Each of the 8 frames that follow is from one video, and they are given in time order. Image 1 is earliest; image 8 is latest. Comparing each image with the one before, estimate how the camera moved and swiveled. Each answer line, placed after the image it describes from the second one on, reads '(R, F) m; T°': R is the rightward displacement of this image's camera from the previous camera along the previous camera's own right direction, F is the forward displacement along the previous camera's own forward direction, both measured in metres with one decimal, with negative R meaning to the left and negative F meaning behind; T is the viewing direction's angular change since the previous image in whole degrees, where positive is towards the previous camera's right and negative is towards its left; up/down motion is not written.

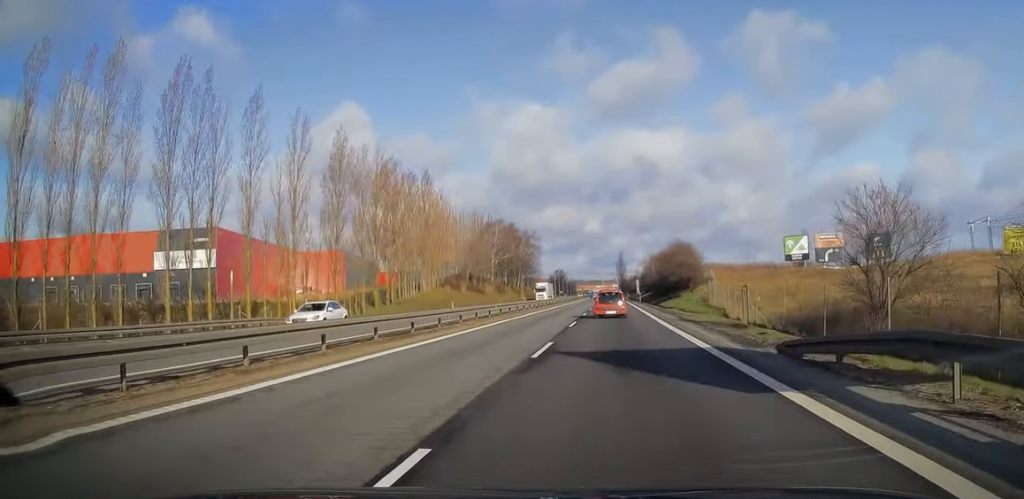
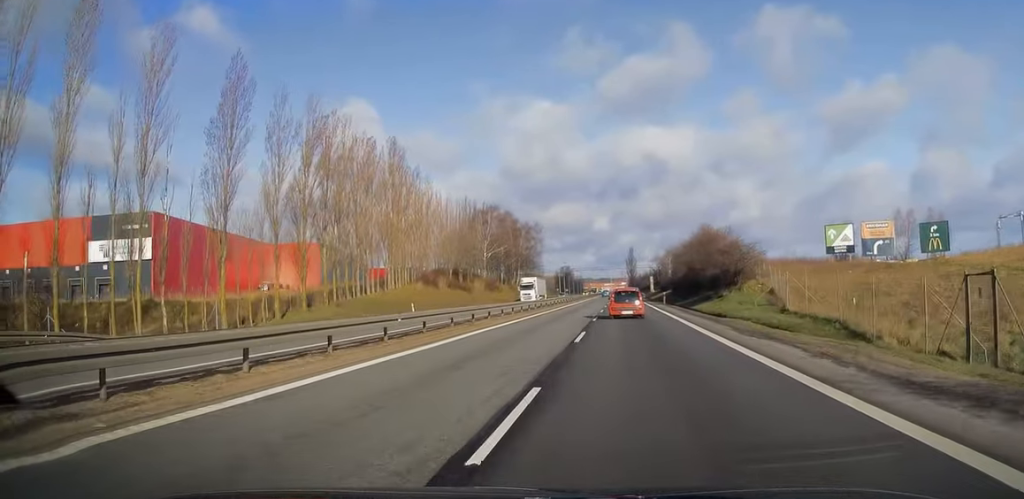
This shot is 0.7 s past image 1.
(-0.2, +21.0) m; -1°
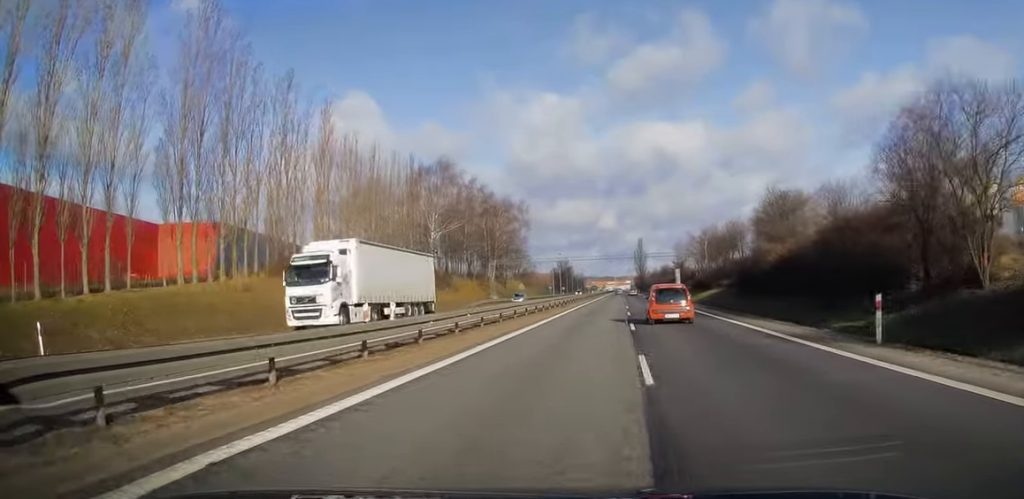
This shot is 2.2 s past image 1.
(-0.7, +45.3) m; -1°
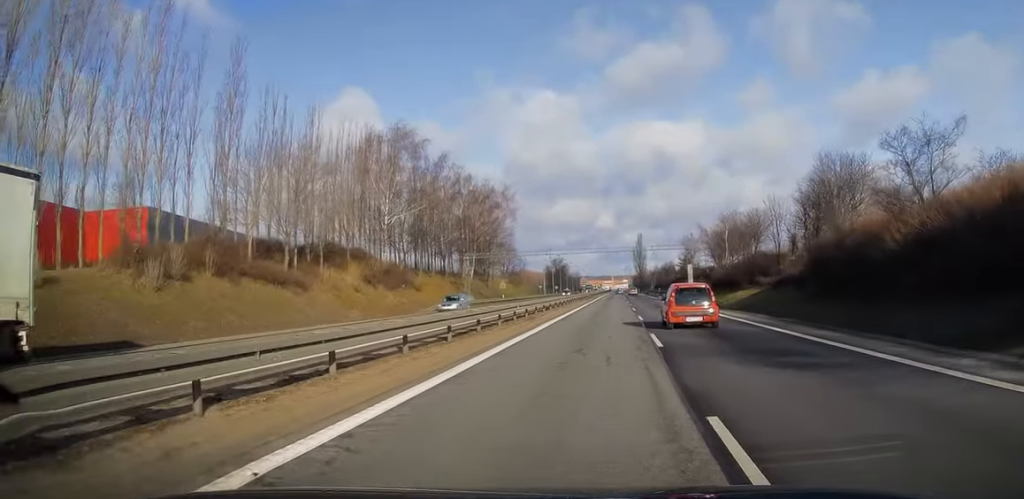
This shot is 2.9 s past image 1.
(0.0, +18.7) m; 0°
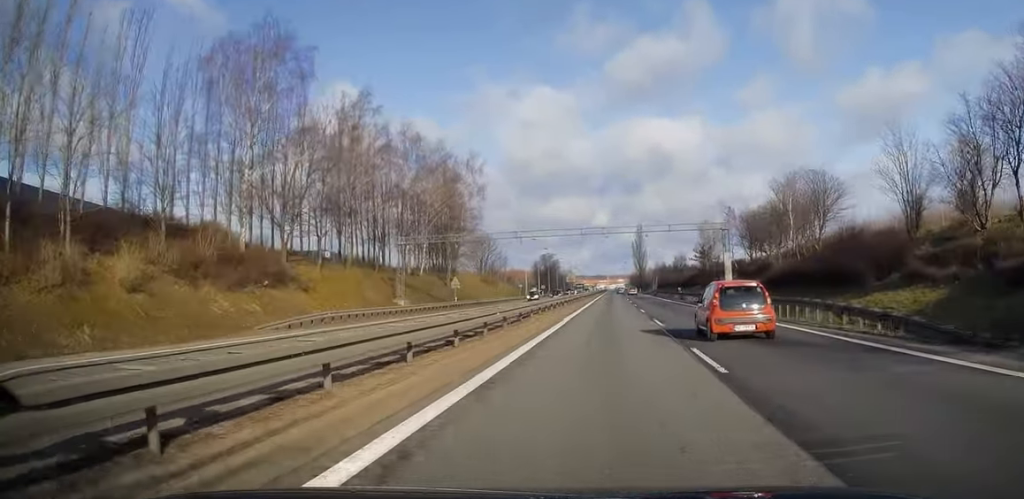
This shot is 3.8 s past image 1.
(+0.2, +29.5) m; +1°
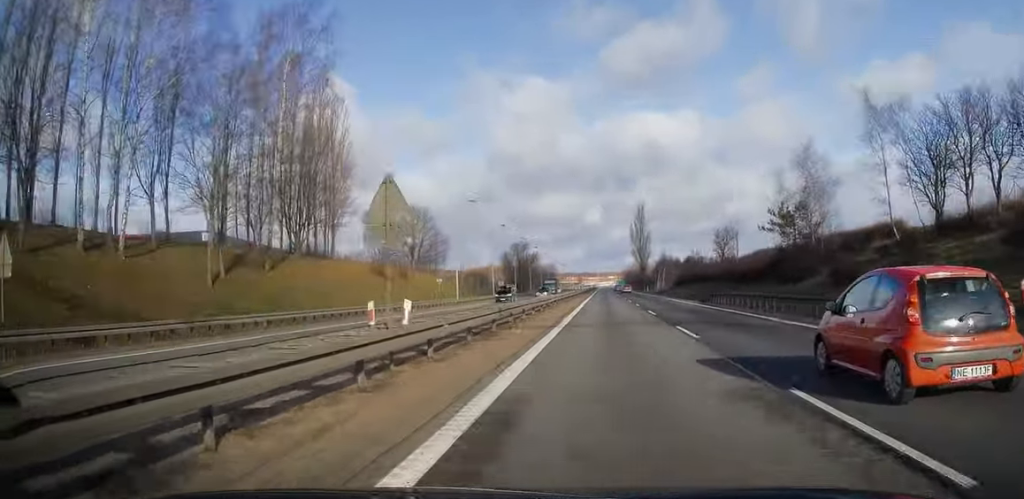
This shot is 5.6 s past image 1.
(+0.7, +55.8) m; +1°
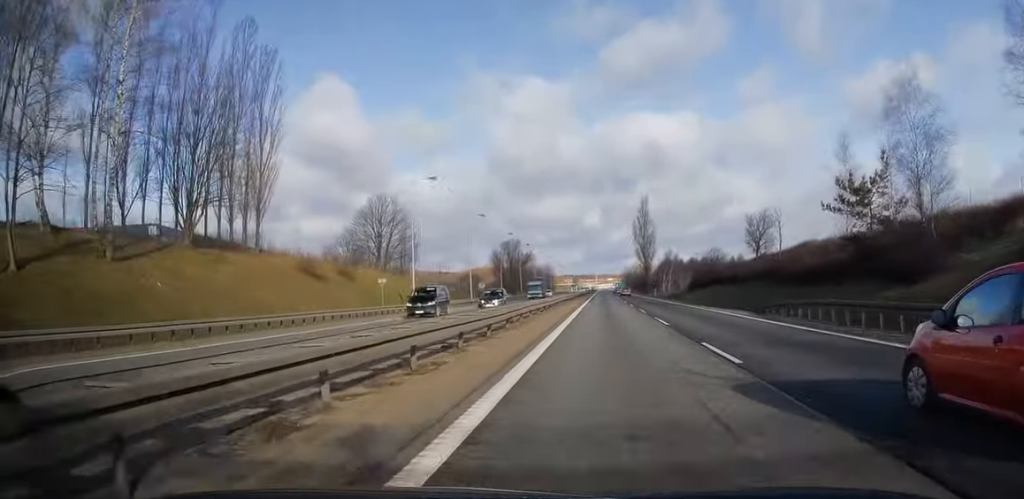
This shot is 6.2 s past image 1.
(-0.1, +17.3) m; 0°
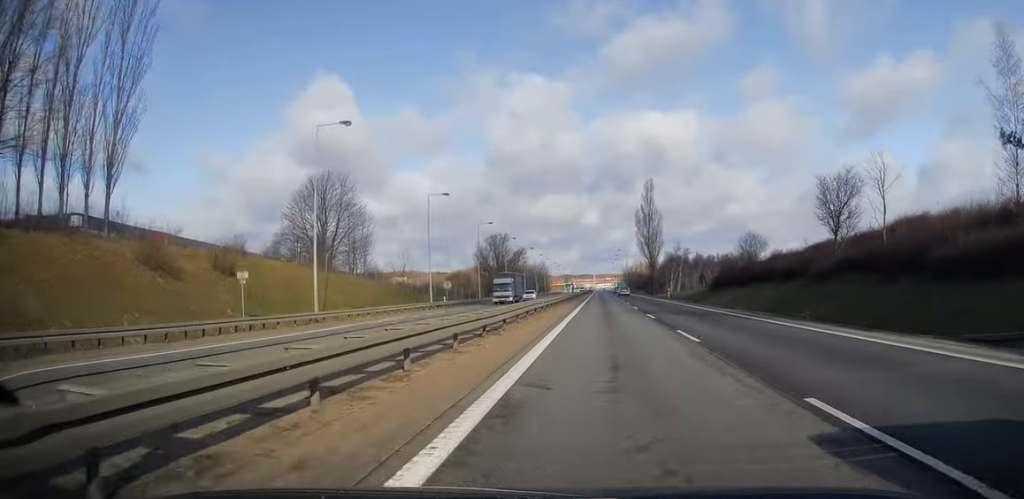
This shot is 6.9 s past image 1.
(0.0, +20.3) m; 0°
